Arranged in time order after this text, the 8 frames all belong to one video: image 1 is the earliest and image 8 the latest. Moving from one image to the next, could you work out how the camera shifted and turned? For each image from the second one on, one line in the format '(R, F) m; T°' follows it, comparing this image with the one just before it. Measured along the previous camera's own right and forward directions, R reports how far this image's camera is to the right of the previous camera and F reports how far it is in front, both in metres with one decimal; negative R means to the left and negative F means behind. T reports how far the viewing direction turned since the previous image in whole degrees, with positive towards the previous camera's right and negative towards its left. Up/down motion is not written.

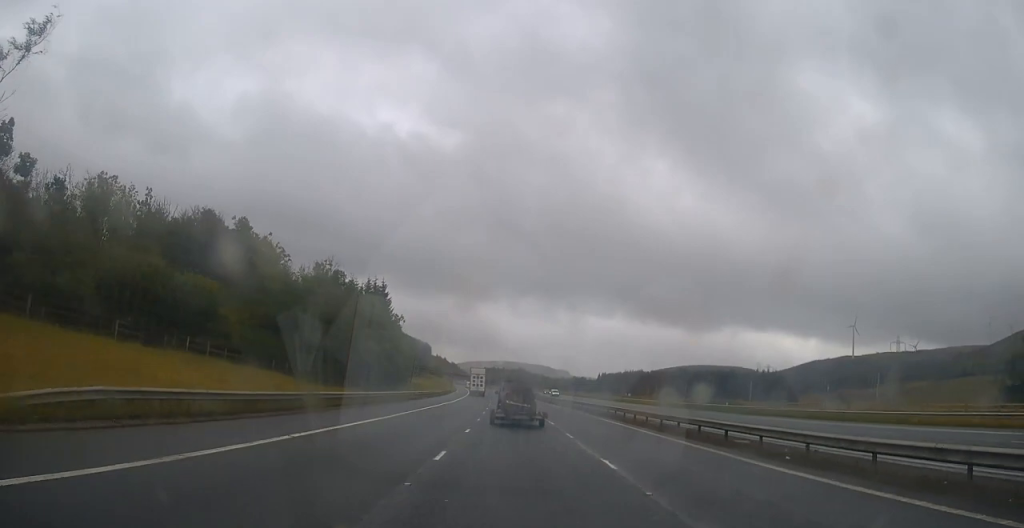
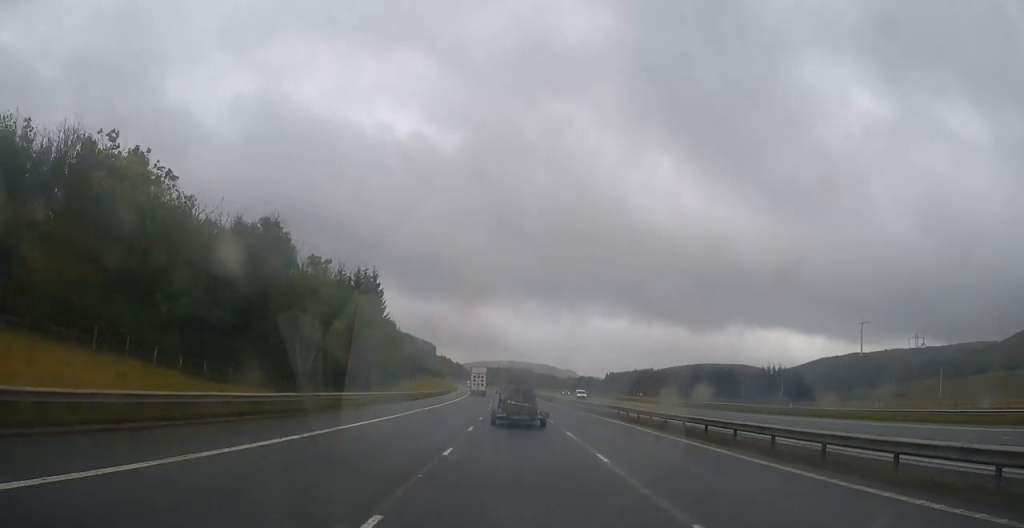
(0.0, +16.6) m; 0°
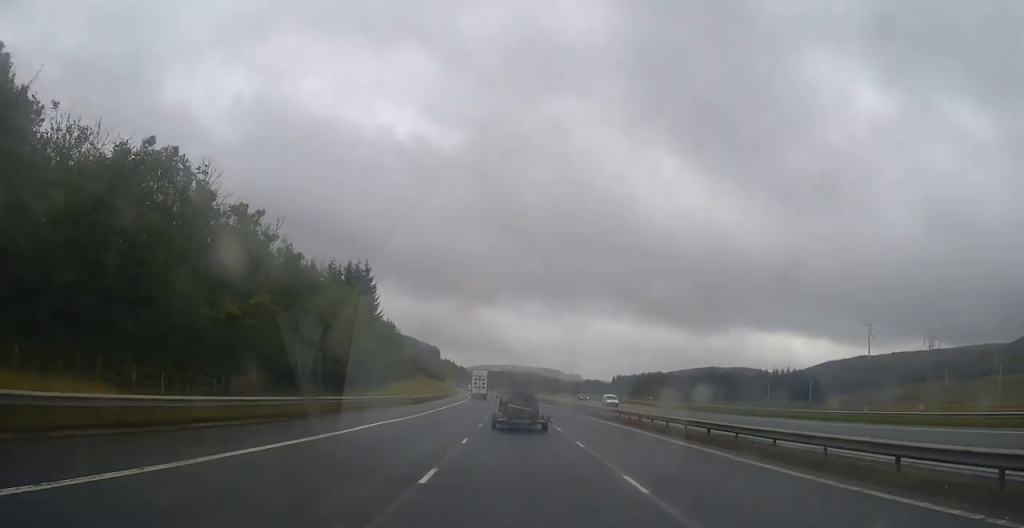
(+0.1, +12.7) m; 0°
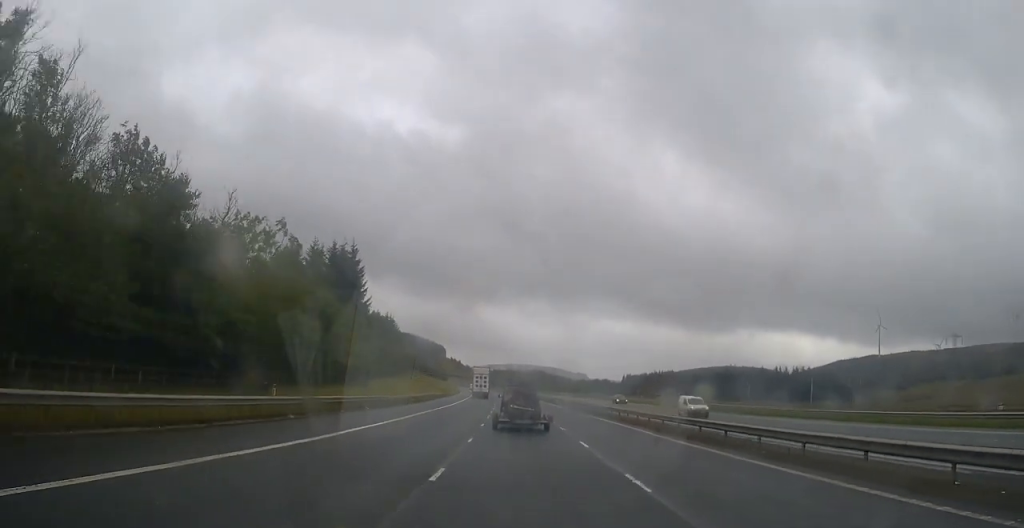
(-0.2, +17.6) m; -1°
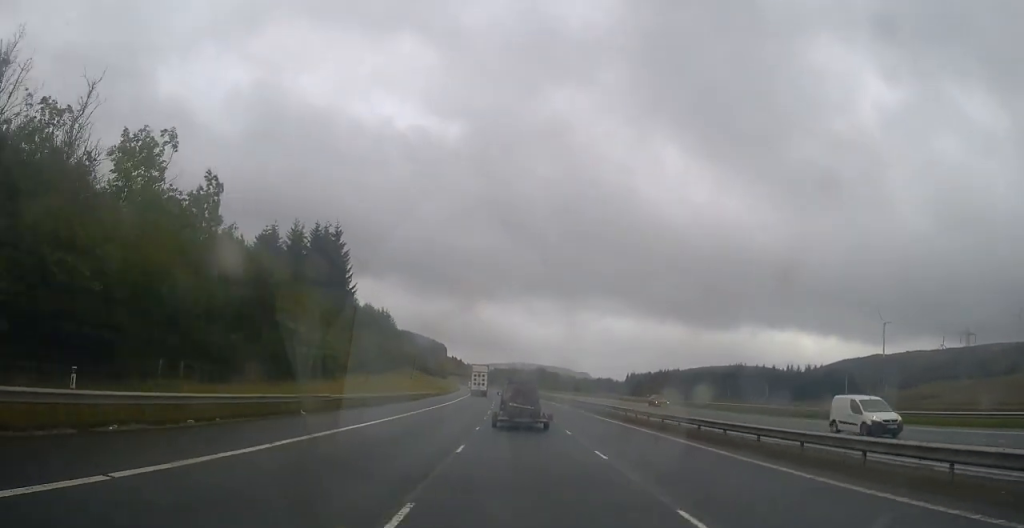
(0.0, +12.7) m; -1°
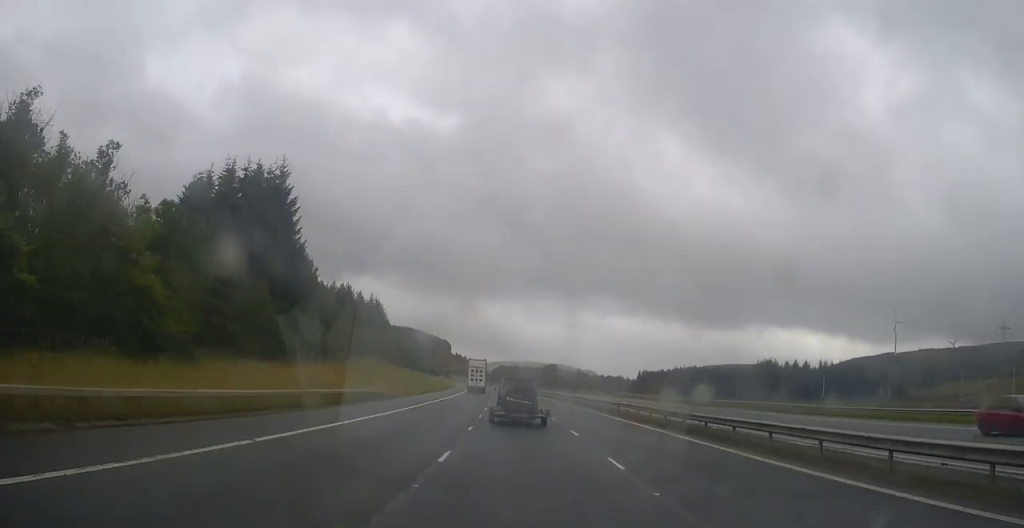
(-0.4, +30.3) m; -1°
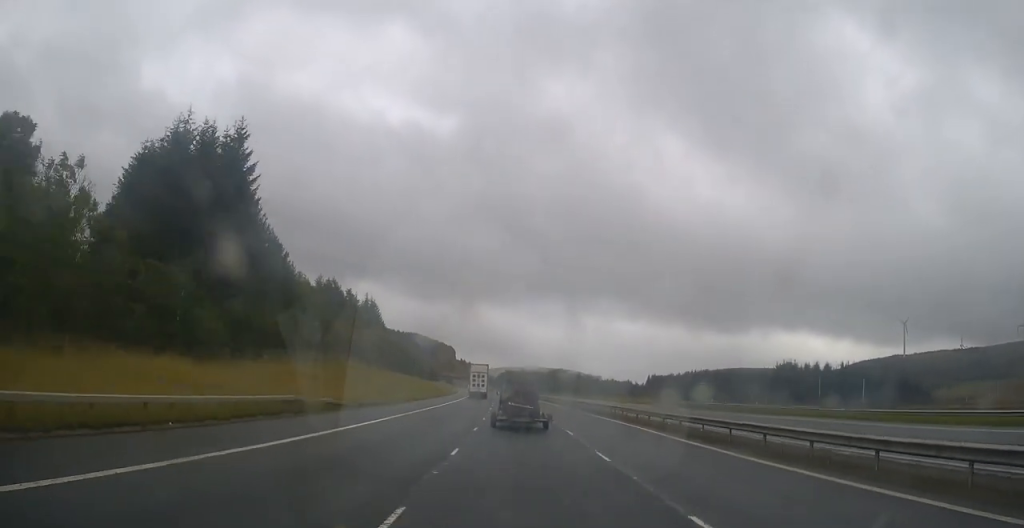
(0.0, +15.4) m; 0°
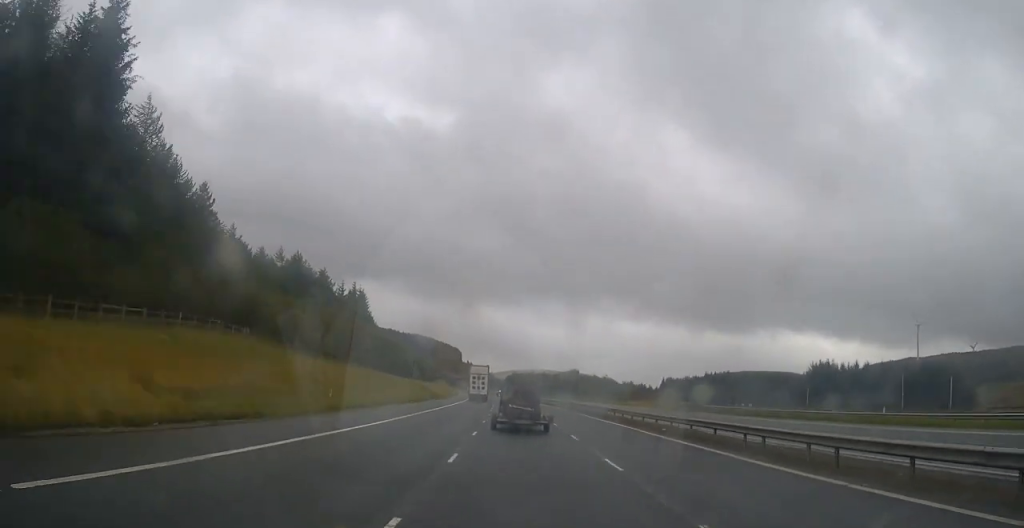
(0.0, +26.9) m; 0°
